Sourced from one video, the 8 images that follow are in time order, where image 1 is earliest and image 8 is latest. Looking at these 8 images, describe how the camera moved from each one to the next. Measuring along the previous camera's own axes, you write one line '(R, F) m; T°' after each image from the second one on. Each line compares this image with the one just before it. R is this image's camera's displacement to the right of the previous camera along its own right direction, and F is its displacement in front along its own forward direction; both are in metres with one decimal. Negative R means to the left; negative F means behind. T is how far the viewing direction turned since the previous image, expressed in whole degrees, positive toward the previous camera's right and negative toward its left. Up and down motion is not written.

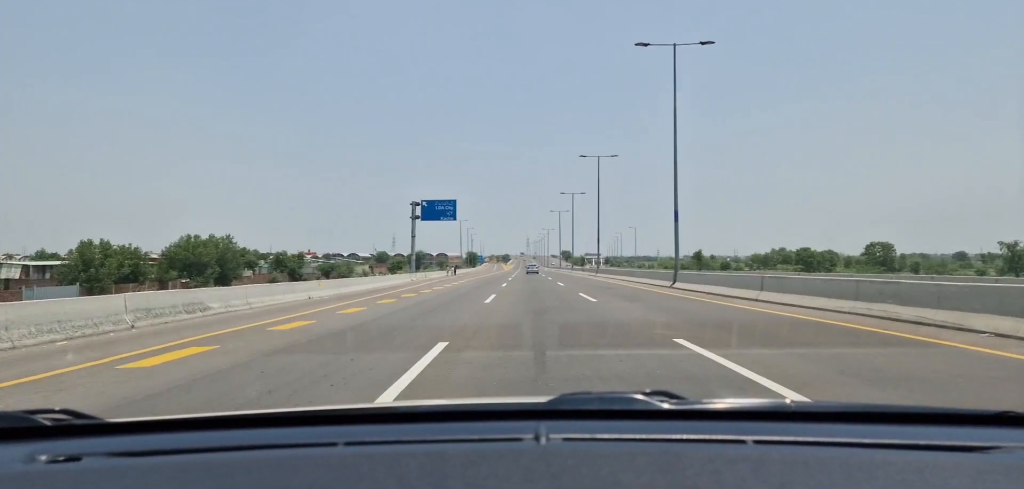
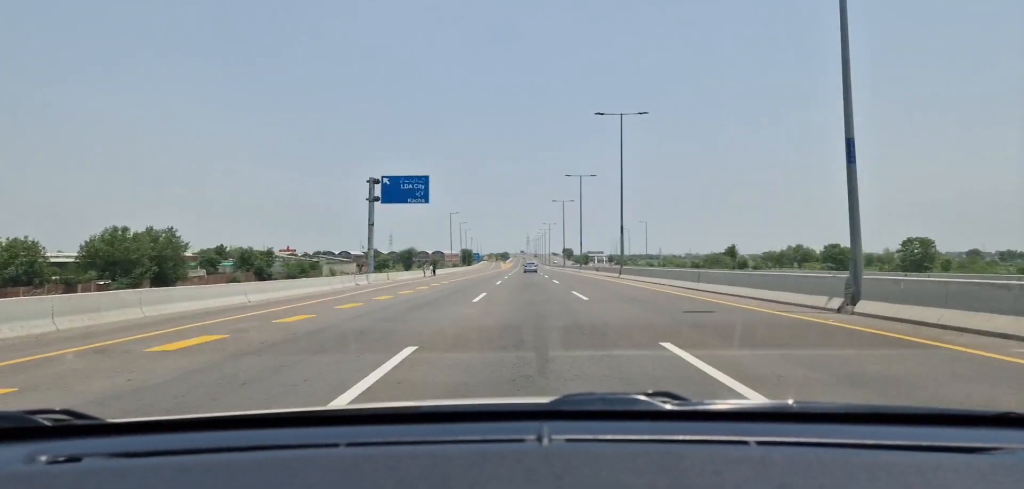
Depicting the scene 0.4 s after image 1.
(-0.1, +18.8) m; 0°
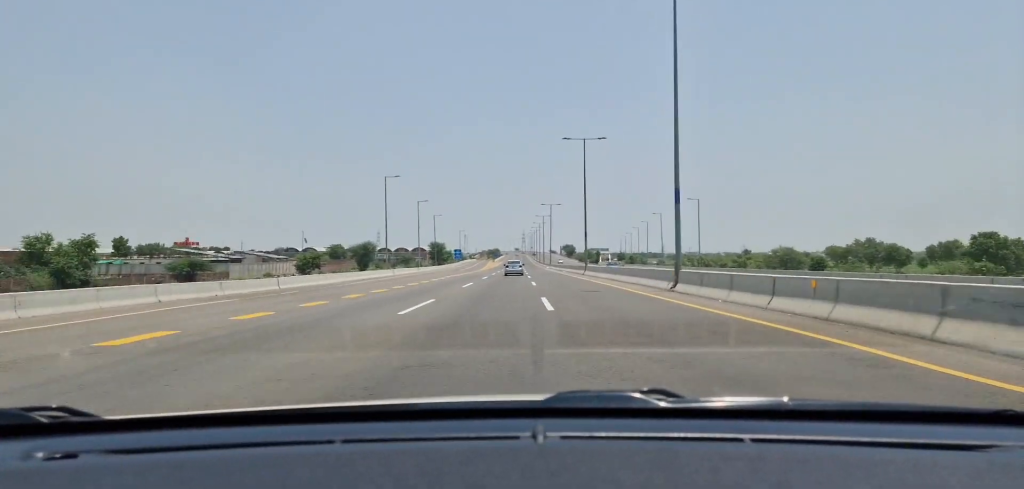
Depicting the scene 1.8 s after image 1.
(+0.7, +60.4) m; +1°
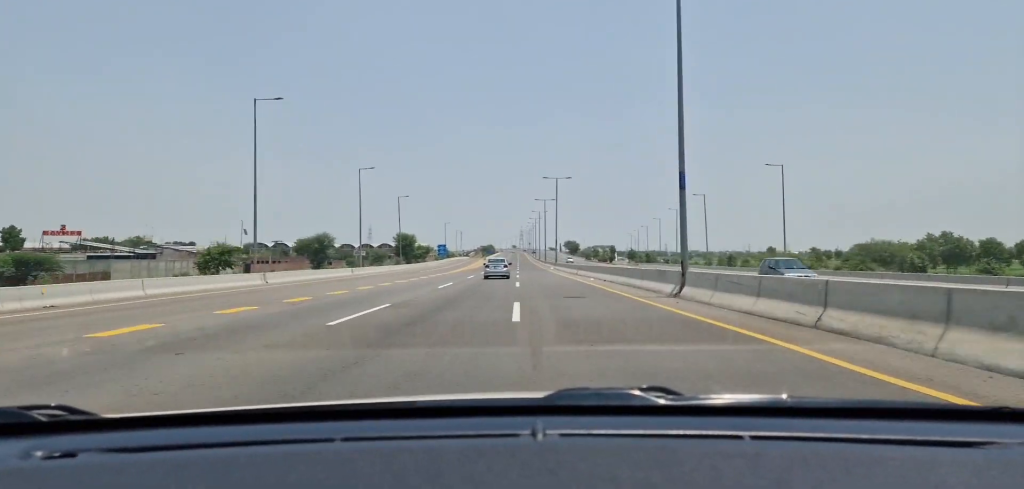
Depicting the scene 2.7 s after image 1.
(0.0, +38.8) m; 0°
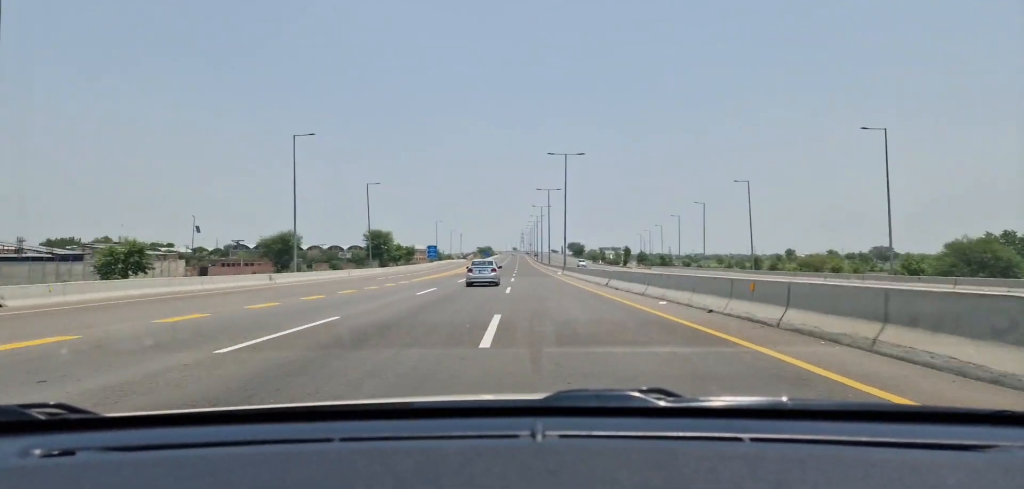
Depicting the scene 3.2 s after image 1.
(+0.1, +22.0) m; 0°
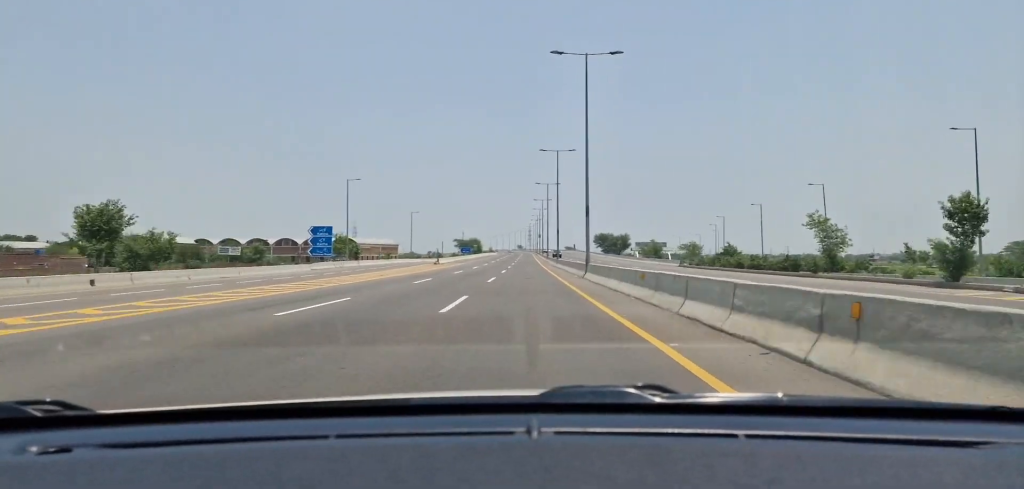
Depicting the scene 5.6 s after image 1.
(-1.3, +103.8) m; -1°
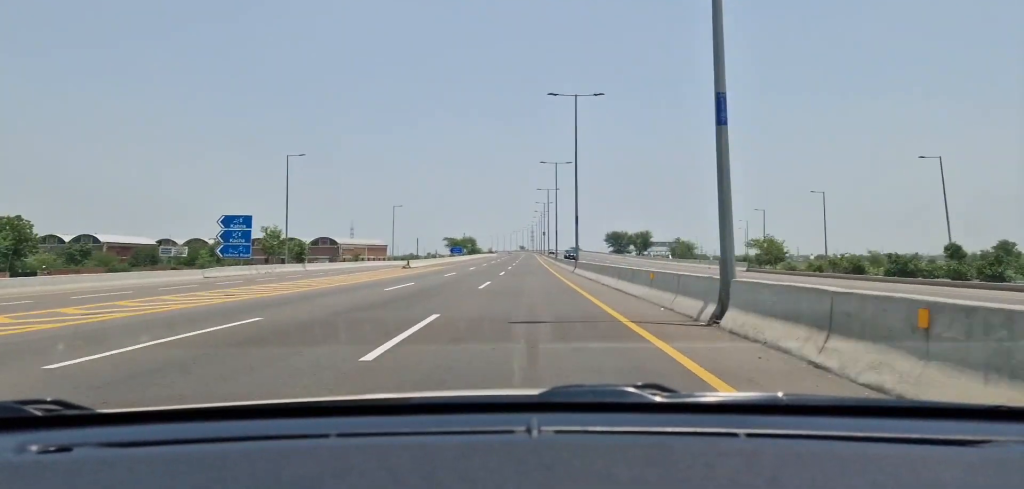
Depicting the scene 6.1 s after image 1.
(+0.1, +25.0) m; 0°
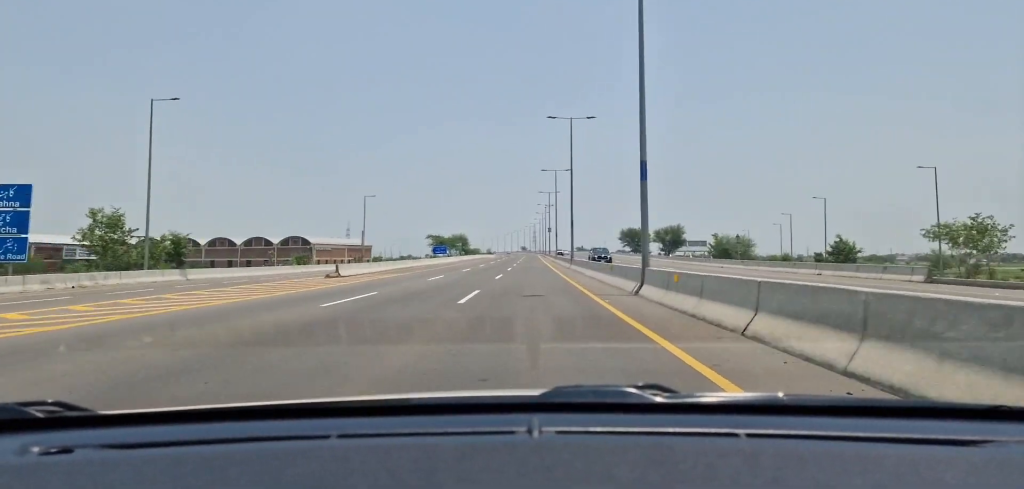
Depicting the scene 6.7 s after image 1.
(-0.1, +26.5) m; 0°
